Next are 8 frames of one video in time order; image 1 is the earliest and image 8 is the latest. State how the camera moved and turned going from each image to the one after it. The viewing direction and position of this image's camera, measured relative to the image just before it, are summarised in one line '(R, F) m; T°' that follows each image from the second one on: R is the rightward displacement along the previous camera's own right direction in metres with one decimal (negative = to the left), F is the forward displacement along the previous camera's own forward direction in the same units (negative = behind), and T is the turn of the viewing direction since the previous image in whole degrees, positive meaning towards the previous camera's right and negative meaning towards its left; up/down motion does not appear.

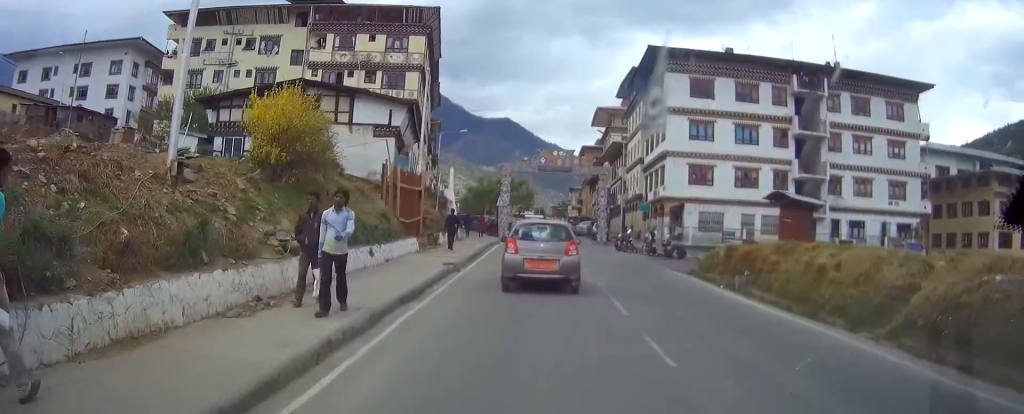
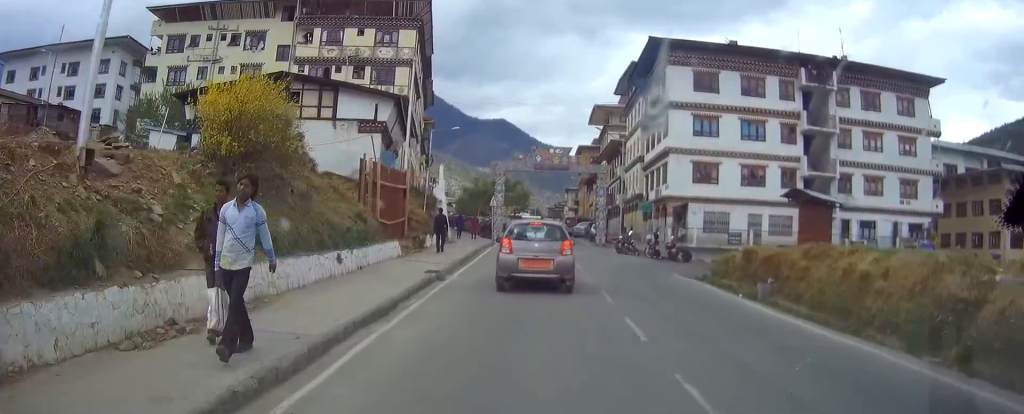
(0.0, +2.6) m; 0°
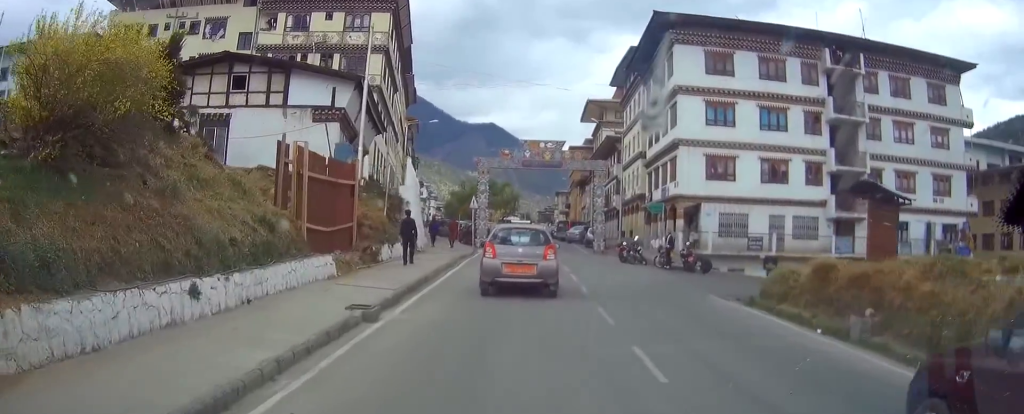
(0.0, +6.2) m; +2°
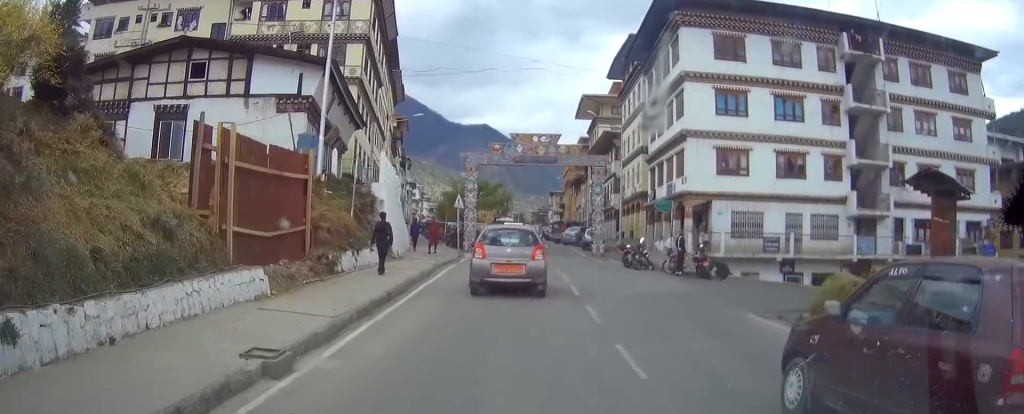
(+0.1, +3.6) m; +4°
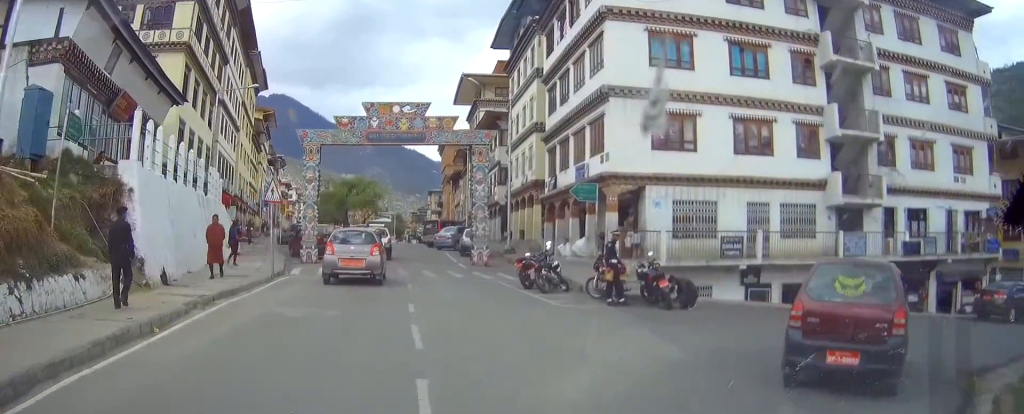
(+1.2, +10.5) m; +19°
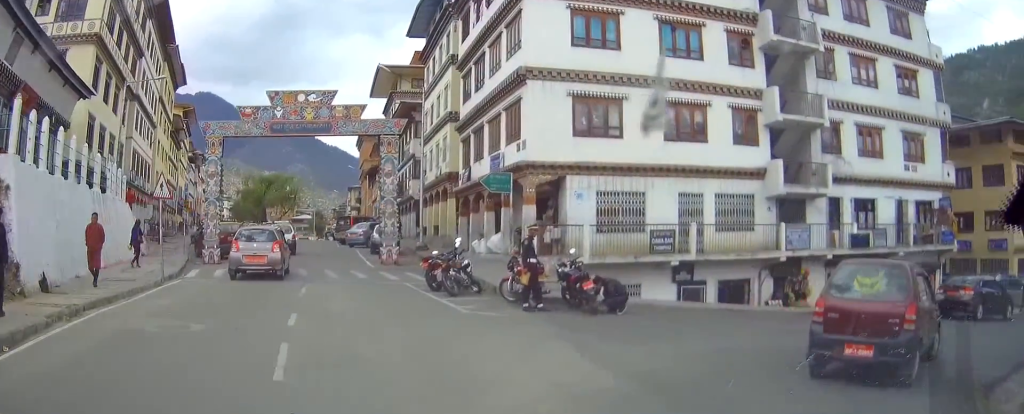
(+0.2, +1.9) m; +9°
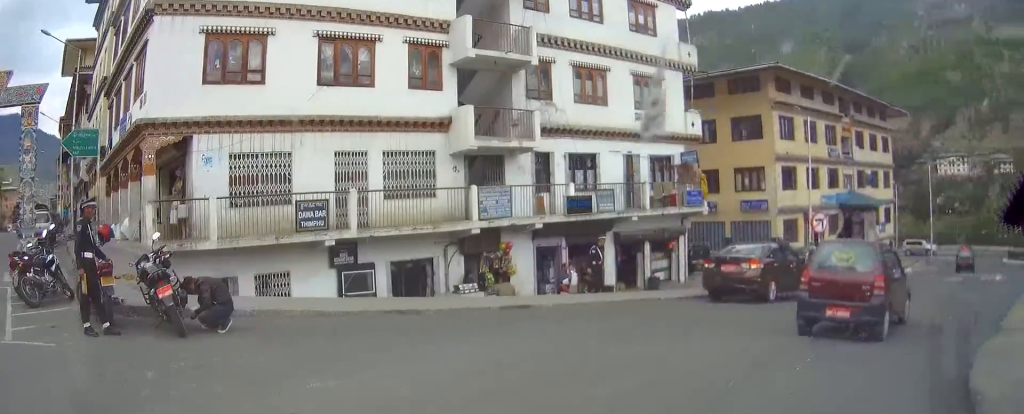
(+0.9, +4.9) m; +23°
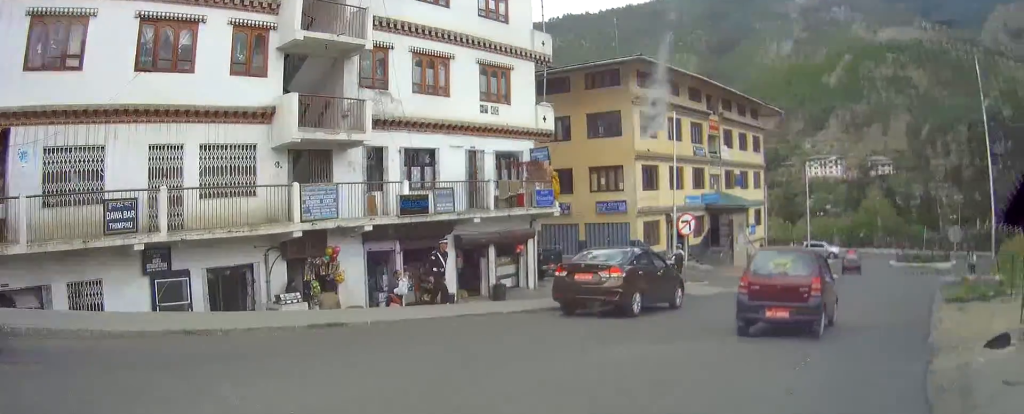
(+0.3, +2.1) m; +8°
